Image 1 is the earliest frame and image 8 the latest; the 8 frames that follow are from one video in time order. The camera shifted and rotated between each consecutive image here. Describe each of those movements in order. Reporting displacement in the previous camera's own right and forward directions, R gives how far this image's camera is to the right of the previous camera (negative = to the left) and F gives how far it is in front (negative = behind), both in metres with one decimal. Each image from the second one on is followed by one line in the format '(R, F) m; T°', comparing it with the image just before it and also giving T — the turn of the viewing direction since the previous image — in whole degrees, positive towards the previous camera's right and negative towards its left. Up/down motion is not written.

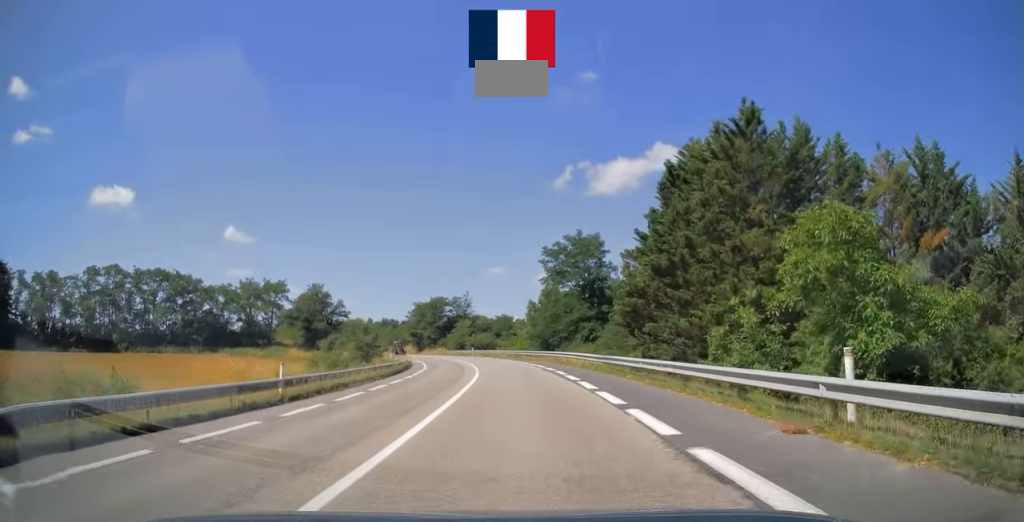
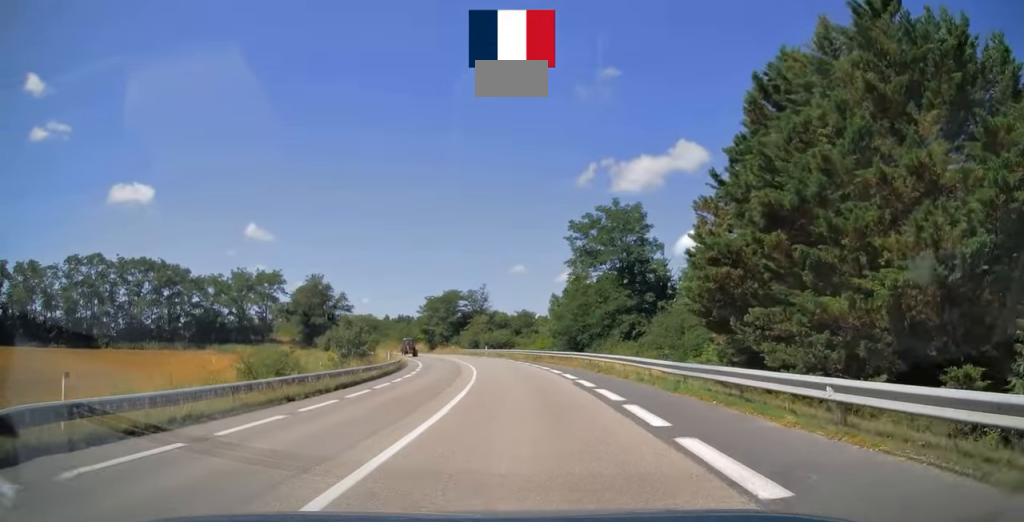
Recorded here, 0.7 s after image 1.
(-0.4, +12.0) m; -2°
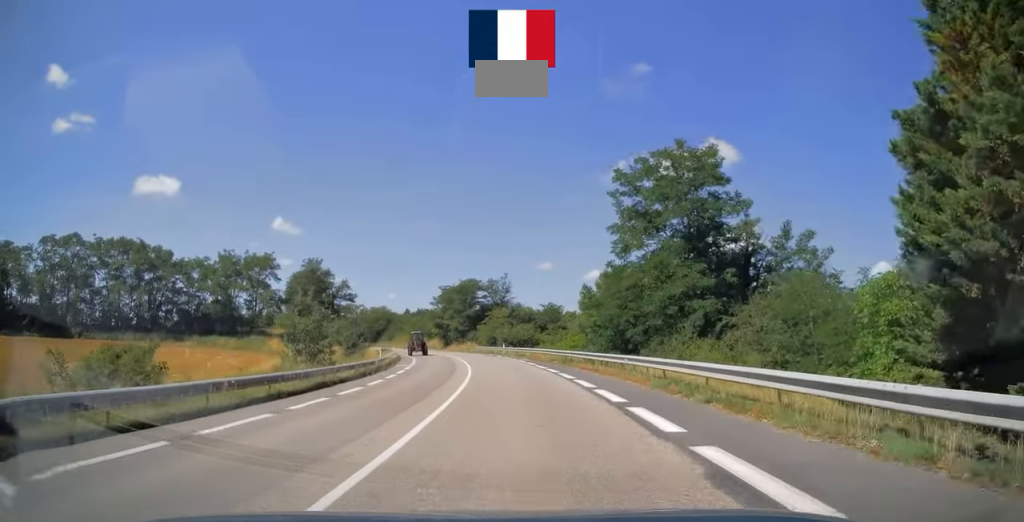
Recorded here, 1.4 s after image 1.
(-0.3, +13.6) m; -3°
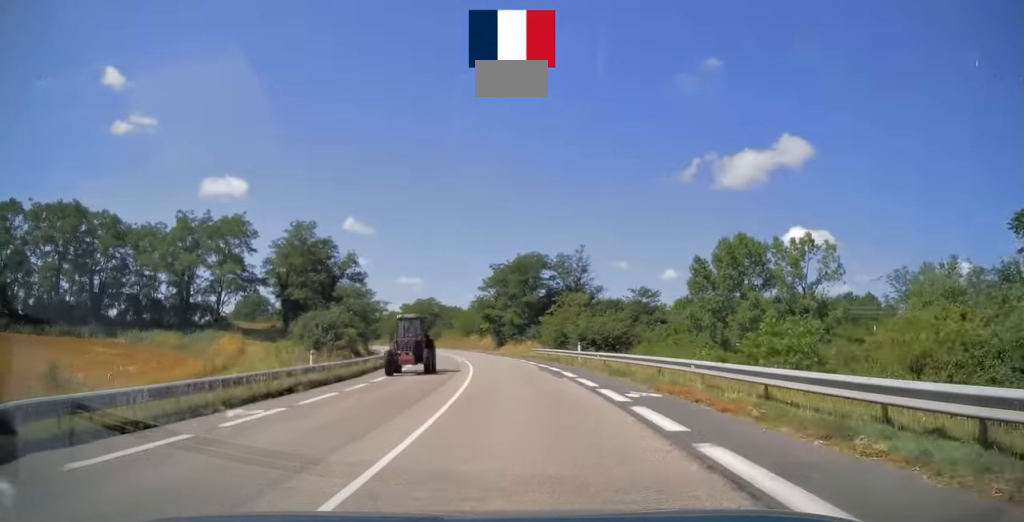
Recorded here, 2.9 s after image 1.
(-1.8, +31.8) m; -8°
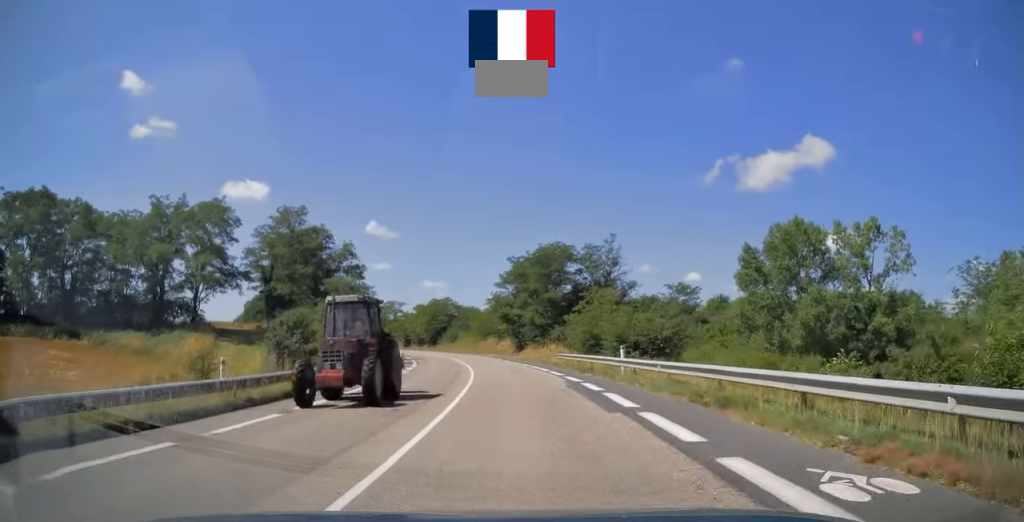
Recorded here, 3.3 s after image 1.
(-0.3, +10.3) m; -2°
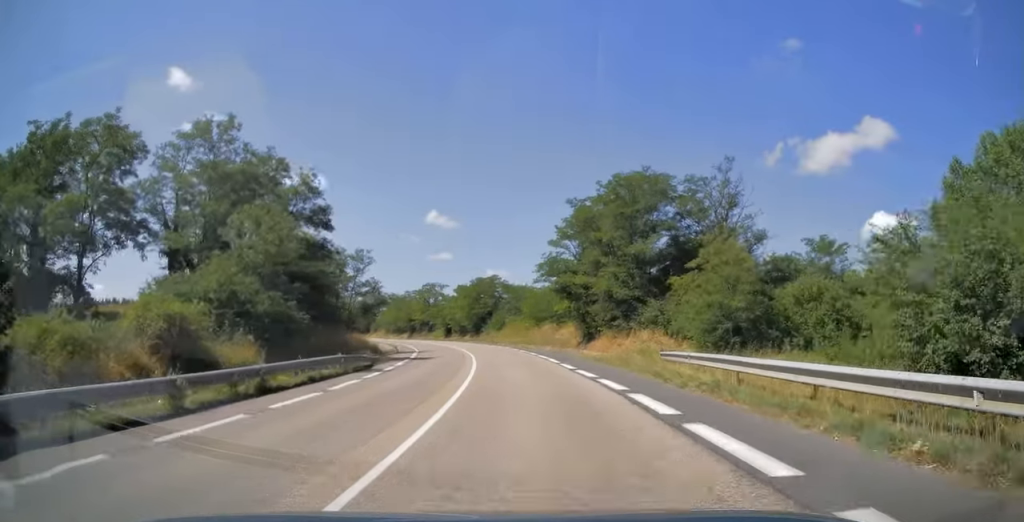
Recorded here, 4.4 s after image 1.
(-0.9, +25.1) m; -4°
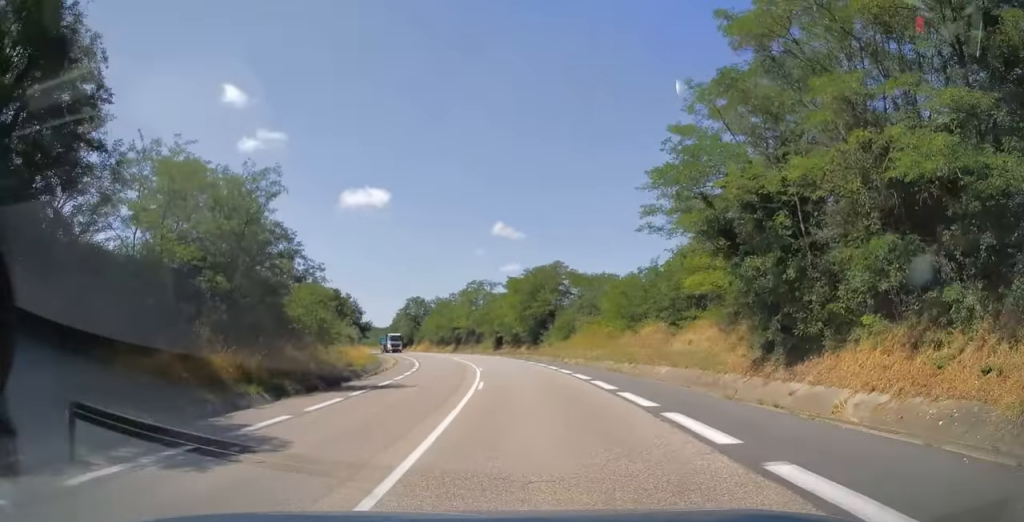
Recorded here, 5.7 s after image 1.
(-1.4, +25.6) m; -8°
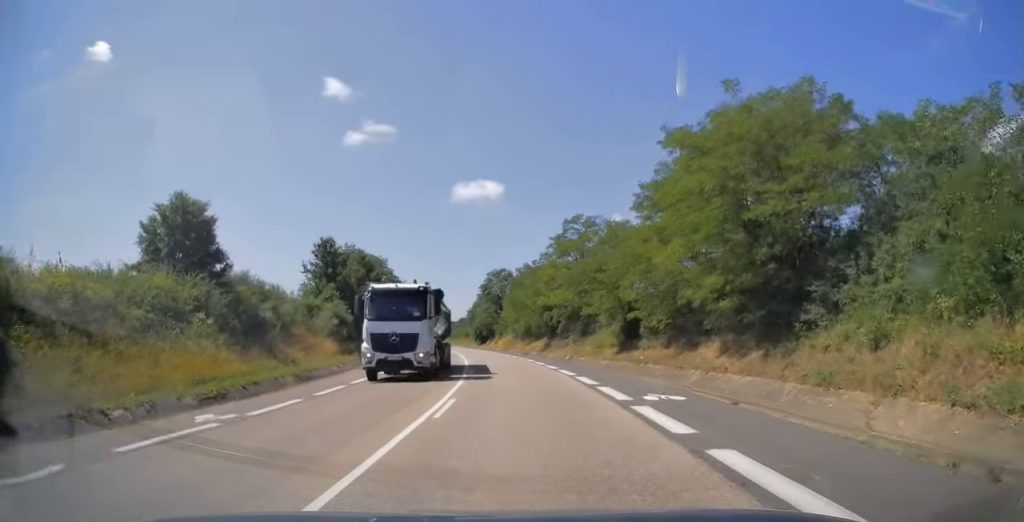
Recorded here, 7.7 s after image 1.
(-3.4, +43.0) m; -9°
